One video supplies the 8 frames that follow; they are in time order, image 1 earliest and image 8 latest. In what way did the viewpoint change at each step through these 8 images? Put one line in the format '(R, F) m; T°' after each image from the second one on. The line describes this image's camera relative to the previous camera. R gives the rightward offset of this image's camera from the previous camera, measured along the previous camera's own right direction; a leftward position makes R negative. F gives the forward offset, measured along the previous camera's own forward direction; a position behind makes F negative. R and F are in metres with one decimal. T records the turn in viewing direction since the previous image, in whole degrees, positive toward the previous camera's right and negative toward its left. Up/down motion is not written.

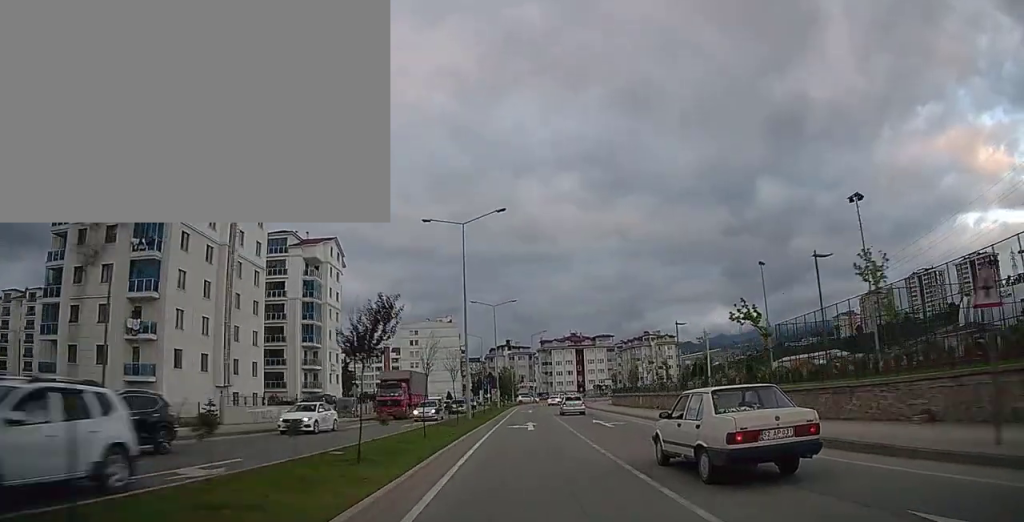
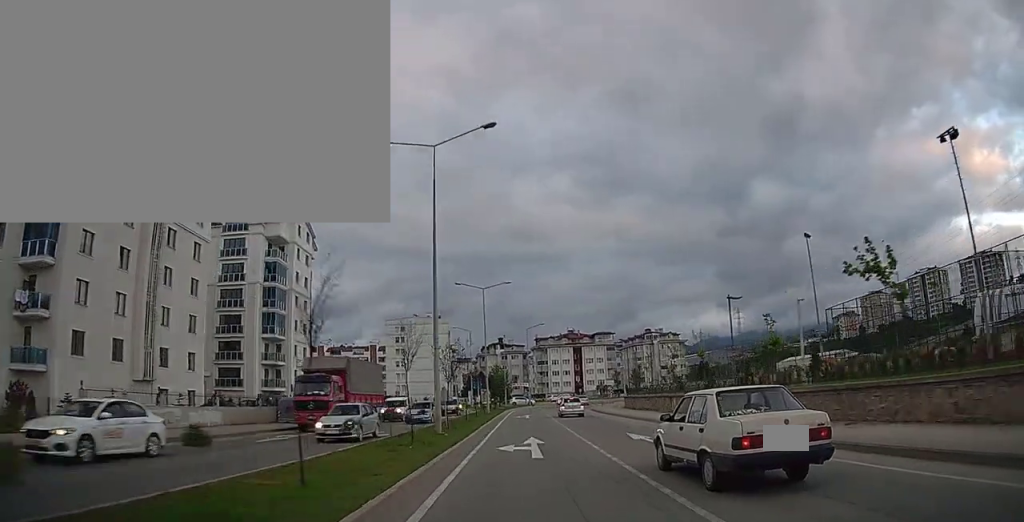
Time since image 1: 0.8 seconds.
(0.0, +11.2) m; 0°
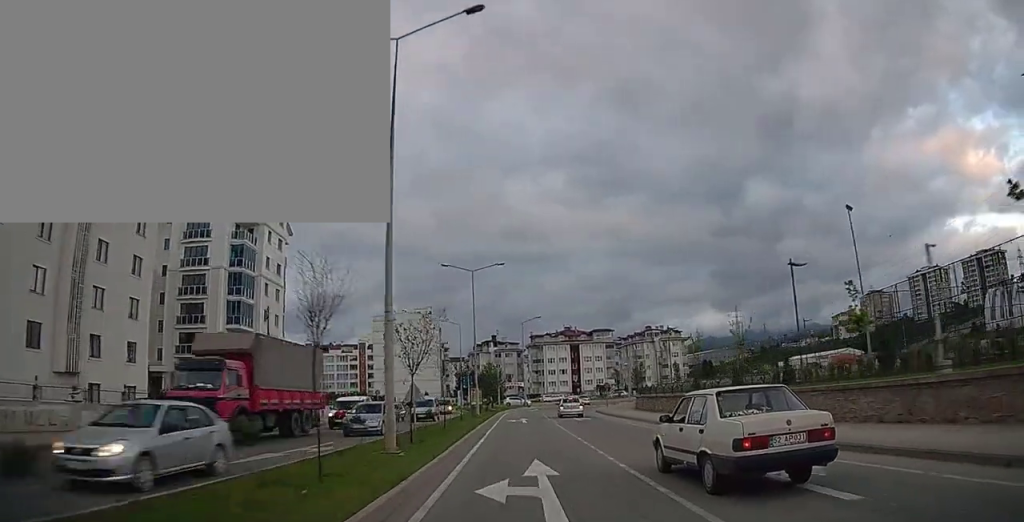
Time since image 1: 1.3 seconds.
(0.0, +7.7) m; +1°
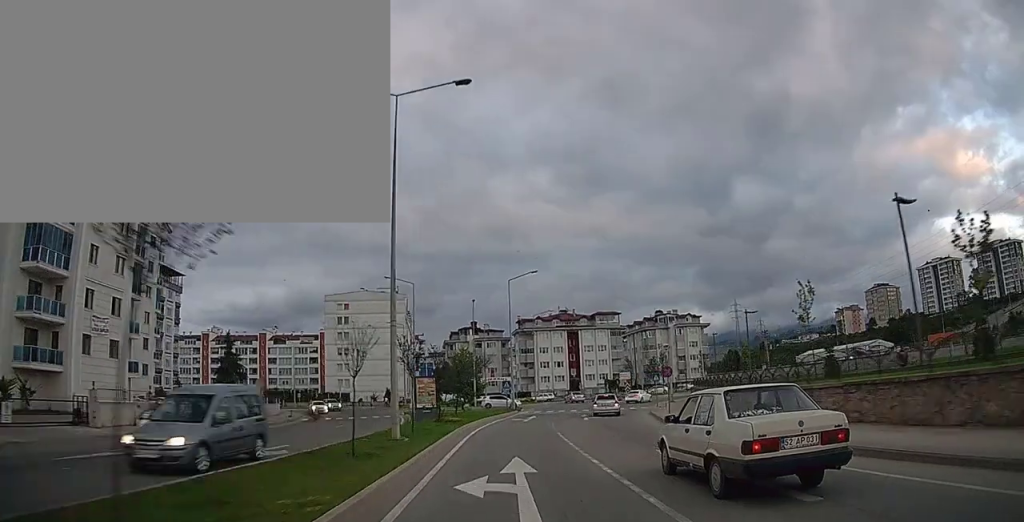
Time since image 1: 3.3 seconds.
(+0.7, +27.7) m; +2°
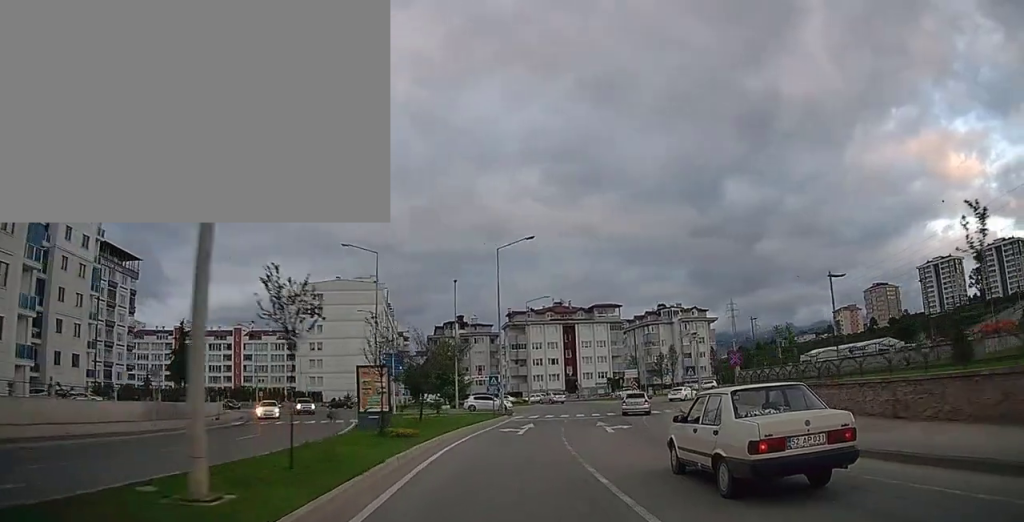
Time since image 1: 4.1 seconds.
(0.0, +10.9) m; +1°
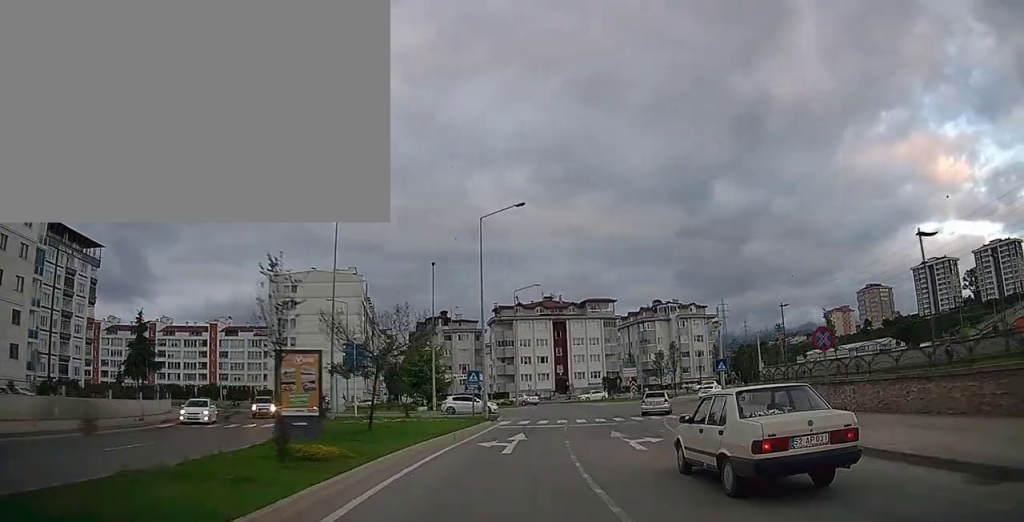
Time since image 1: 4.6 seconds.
(0.0, +7.2) m; +1°
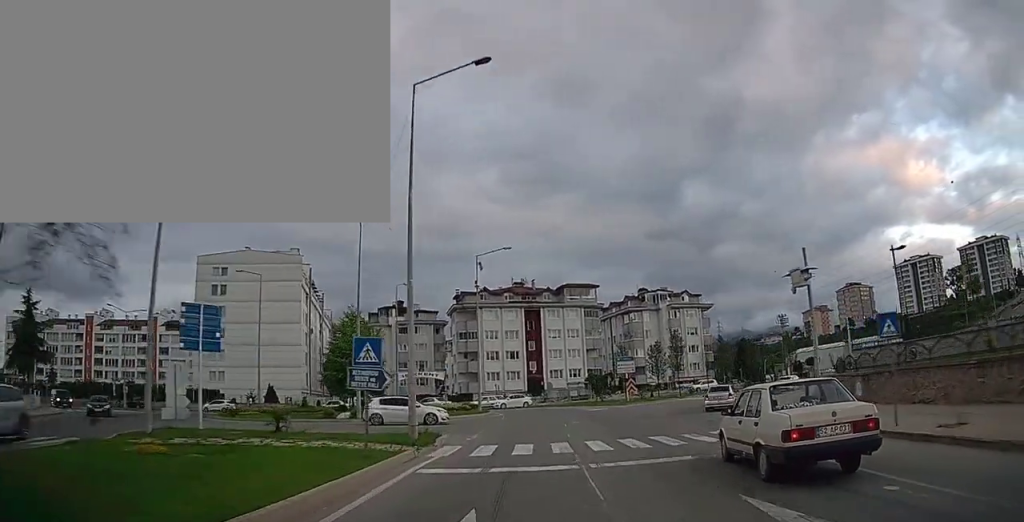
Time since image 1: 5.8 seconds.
(+0.3, +15.1) m; +2°
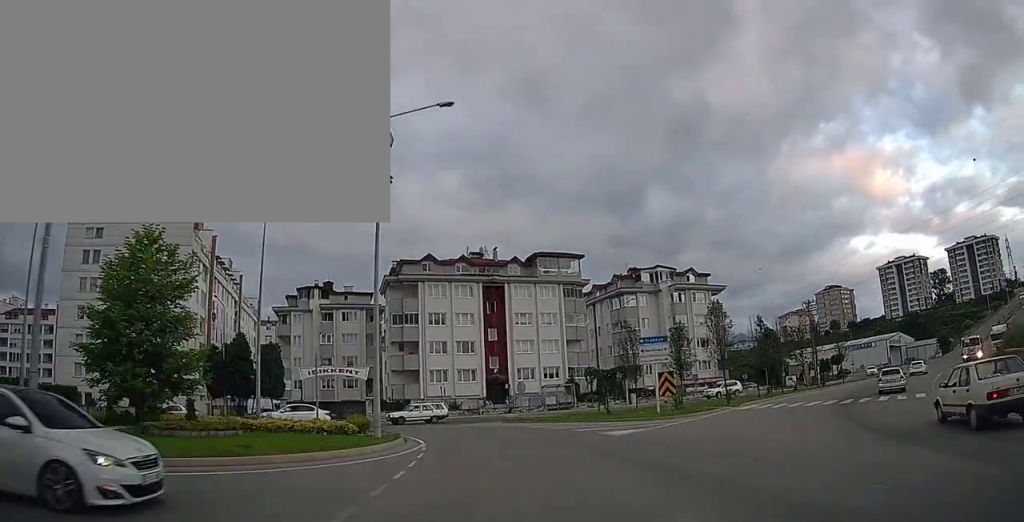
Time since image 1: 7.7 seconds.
(+0.9, +22.5) m; +5°
